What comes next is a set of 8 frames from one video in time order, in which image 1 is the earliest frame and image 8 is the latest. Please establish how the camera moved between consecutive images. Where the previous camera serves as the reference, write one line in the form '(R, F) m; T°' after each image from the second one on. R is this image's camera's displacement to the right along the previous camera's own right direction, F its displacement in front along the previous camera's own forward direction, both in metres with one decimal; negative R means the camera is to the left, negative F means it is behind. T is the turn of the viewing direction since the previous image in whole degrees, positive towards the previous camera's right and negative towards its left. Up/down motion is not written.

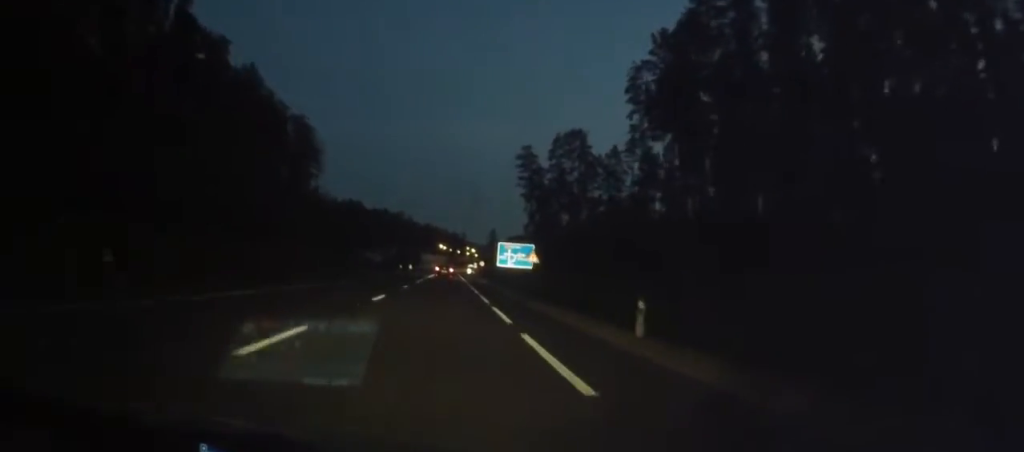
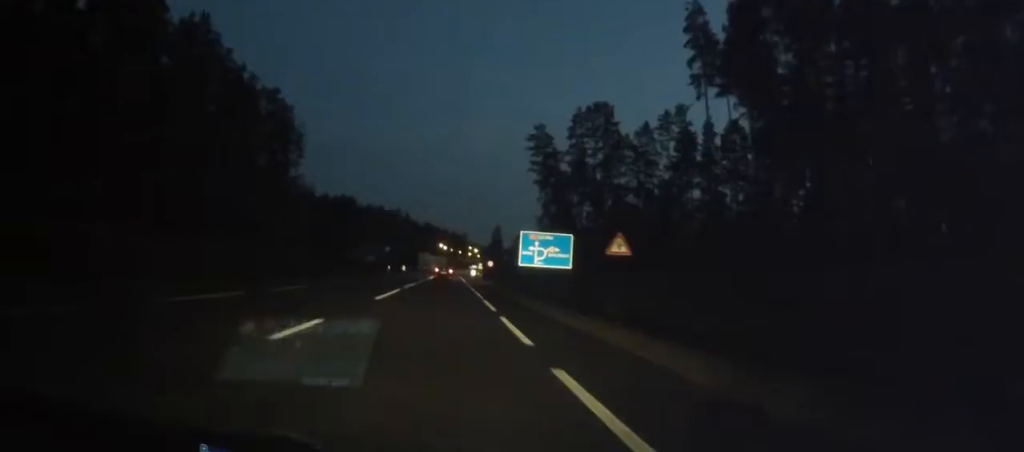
(0.0, +23.5) m; 0°
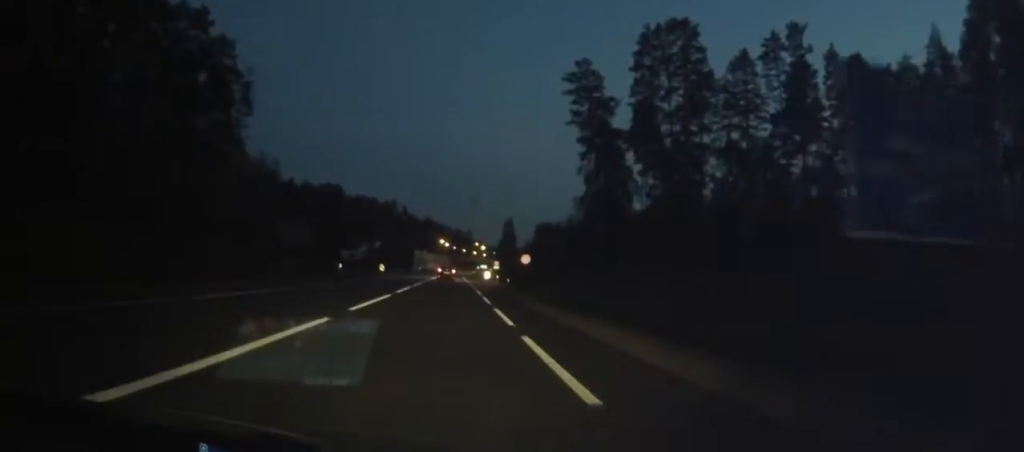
(-0.1, +42.0) m; 0°
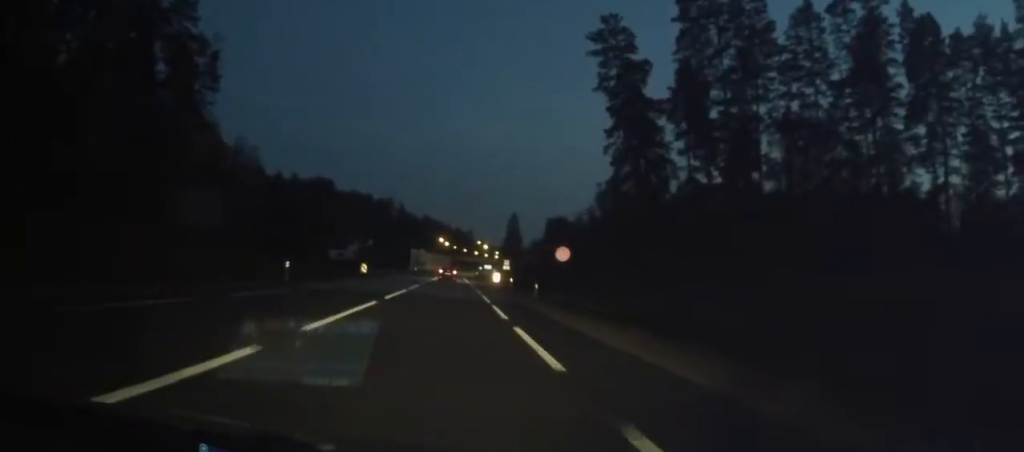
(+0.1, +16.6) m; 0°
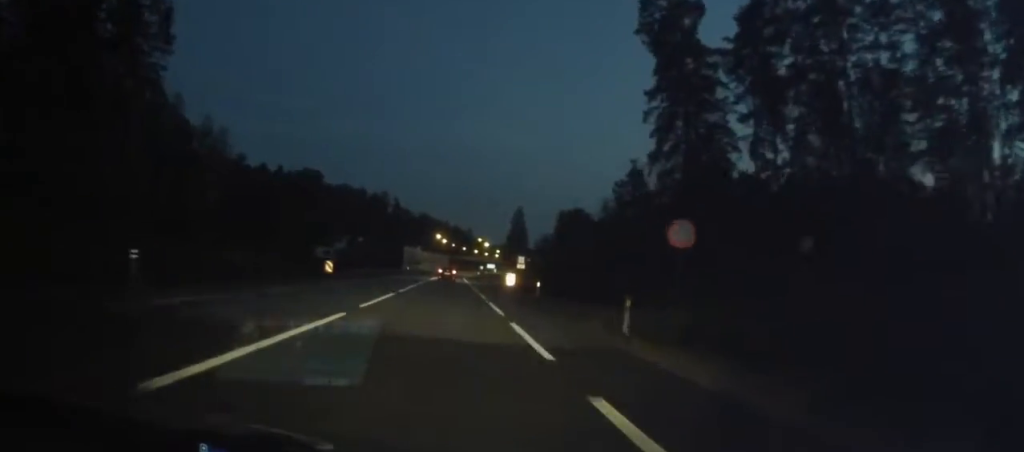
(0.0, +17.5) m; 0°
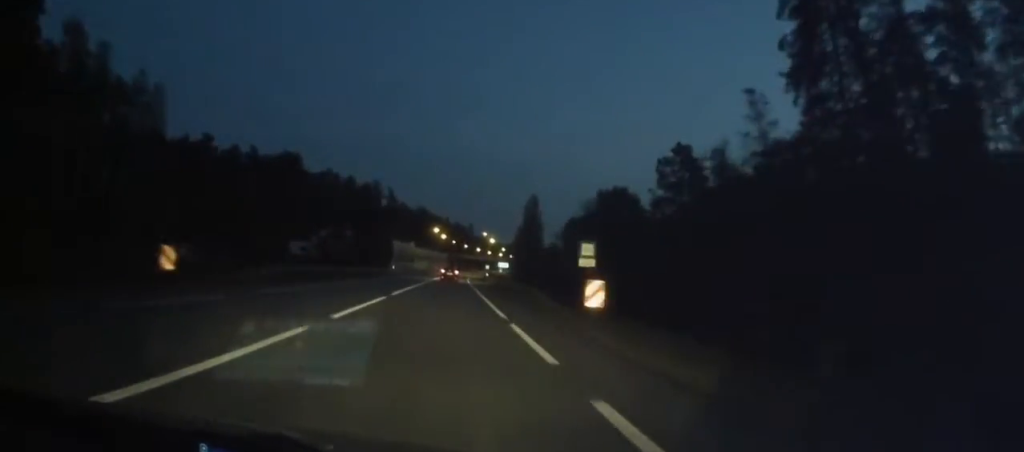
(-0.2, +27.7) m; -1°
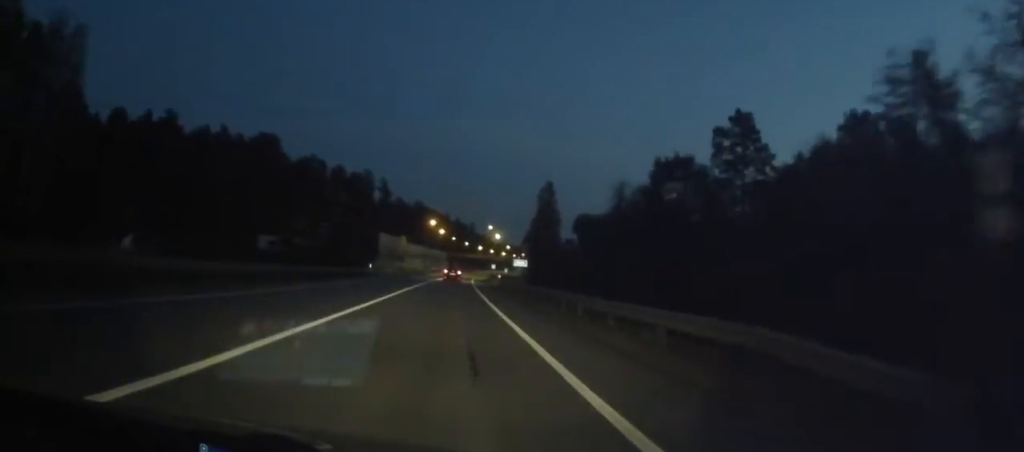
(-0.2, +23.2) m; 0°
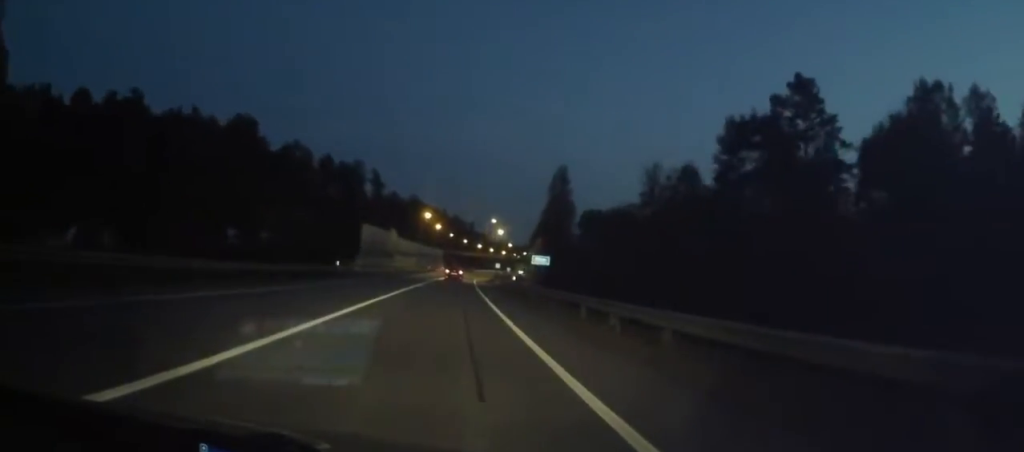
(0.0, +16.8) m; 0°
